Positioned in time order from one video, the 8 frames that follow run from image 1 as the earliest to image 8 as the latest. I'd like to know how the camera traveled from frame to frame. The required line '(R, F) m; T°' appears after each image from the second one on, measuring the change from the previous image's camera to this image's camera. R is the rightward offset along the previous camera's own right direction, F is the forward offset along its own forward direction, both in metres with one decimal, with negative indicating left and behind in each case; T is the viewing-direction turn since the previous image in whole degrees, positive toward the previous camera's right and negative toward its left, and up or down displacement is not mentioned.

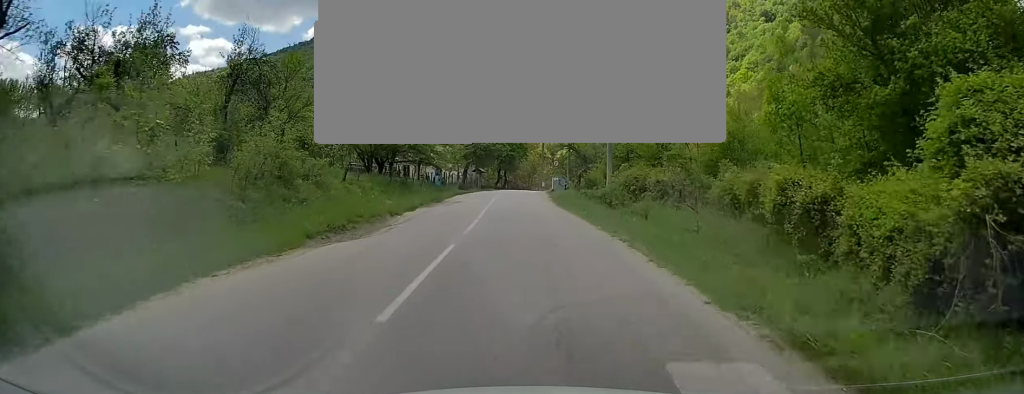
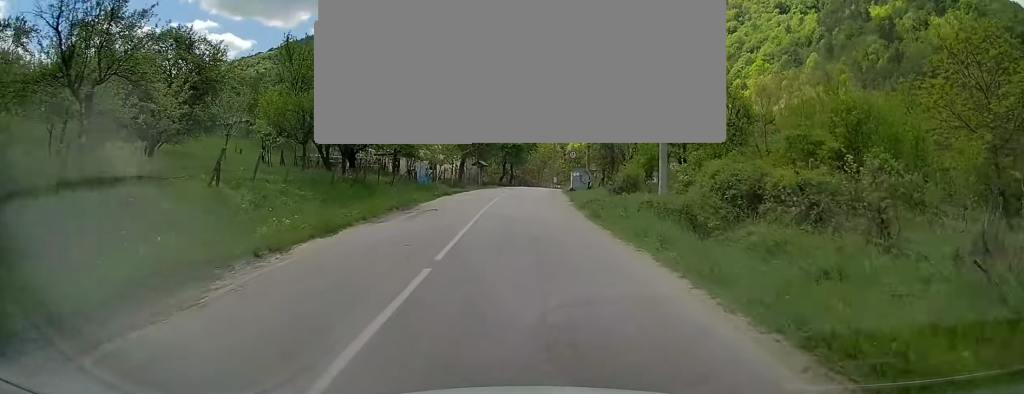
(-0.2, +12.1) m; -1°
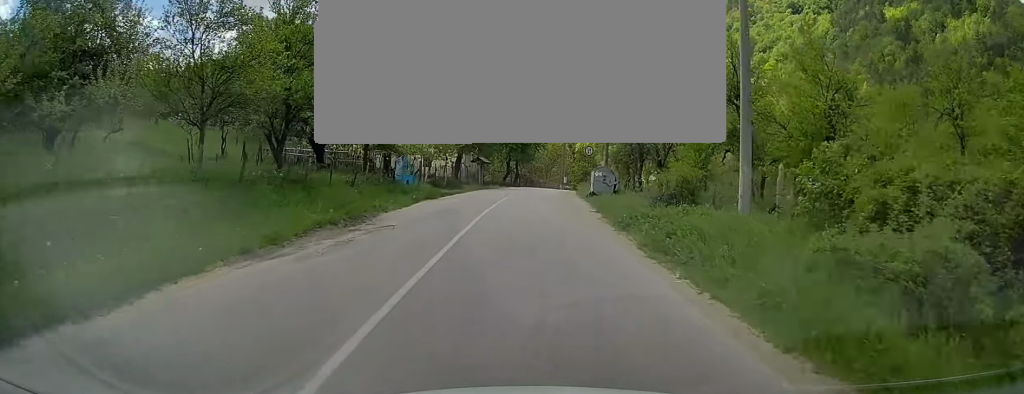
(+0.1, +8.3) m; 0°
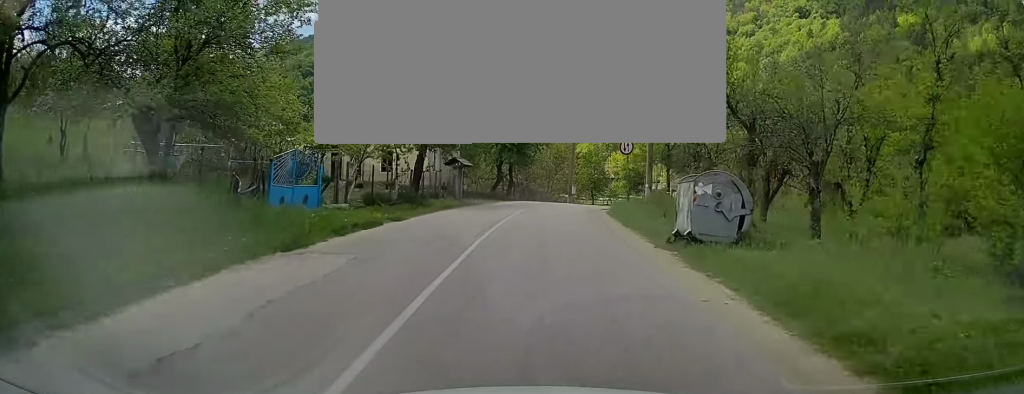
(-0.1, +16.7) m; +1°
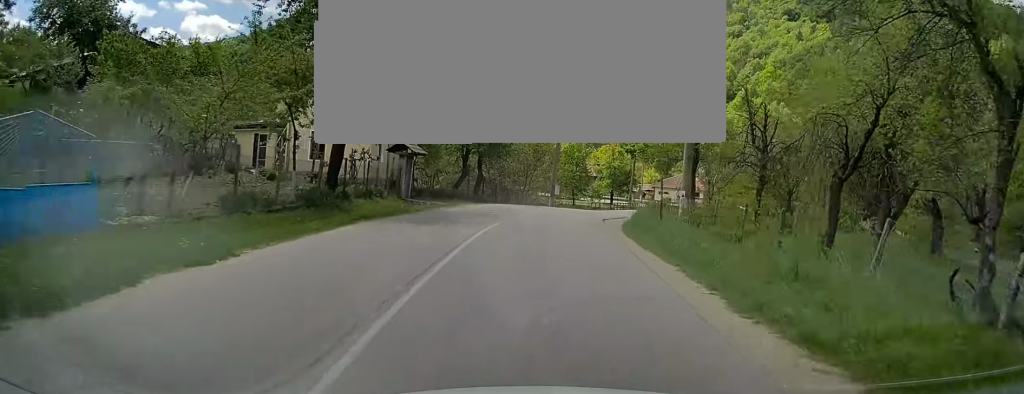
(+0.2, +10.5) m; +2°
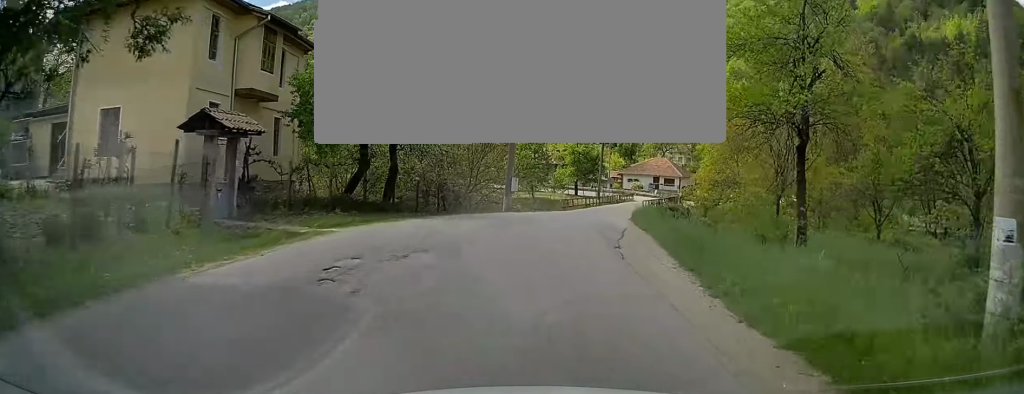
(+0.4, +14.7) m; +5°
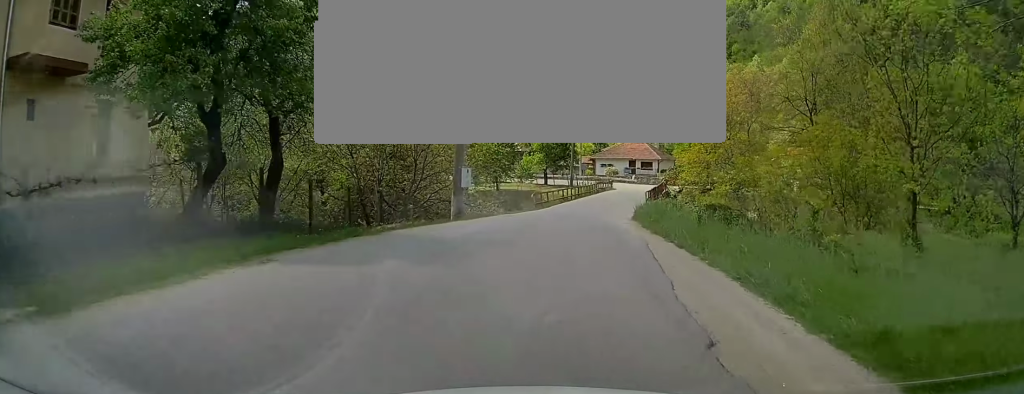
(+0.1, +9.1) m; +4°
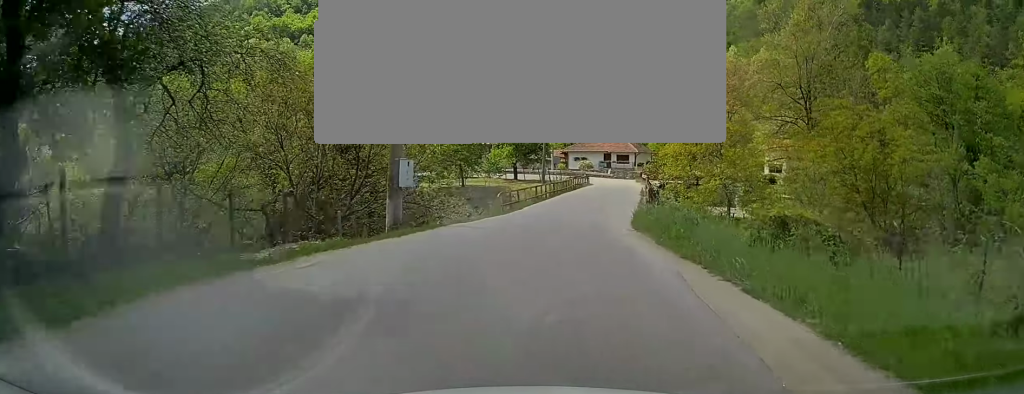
(+0.5, +5.7) m; +2°
